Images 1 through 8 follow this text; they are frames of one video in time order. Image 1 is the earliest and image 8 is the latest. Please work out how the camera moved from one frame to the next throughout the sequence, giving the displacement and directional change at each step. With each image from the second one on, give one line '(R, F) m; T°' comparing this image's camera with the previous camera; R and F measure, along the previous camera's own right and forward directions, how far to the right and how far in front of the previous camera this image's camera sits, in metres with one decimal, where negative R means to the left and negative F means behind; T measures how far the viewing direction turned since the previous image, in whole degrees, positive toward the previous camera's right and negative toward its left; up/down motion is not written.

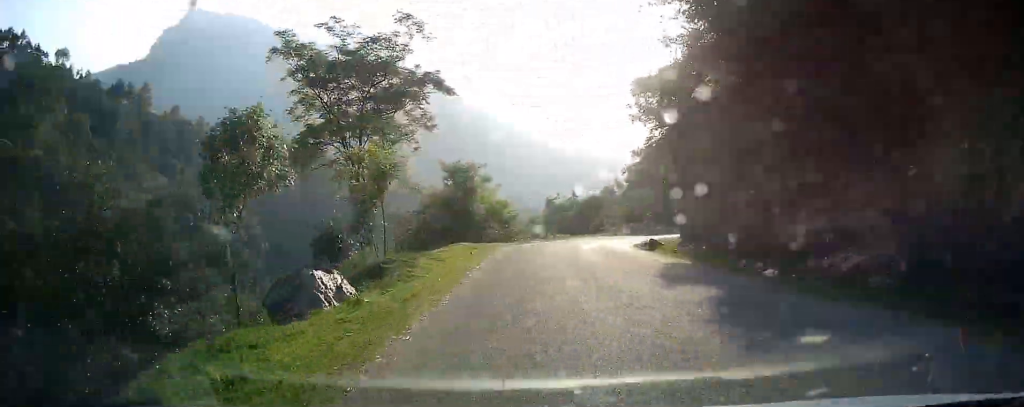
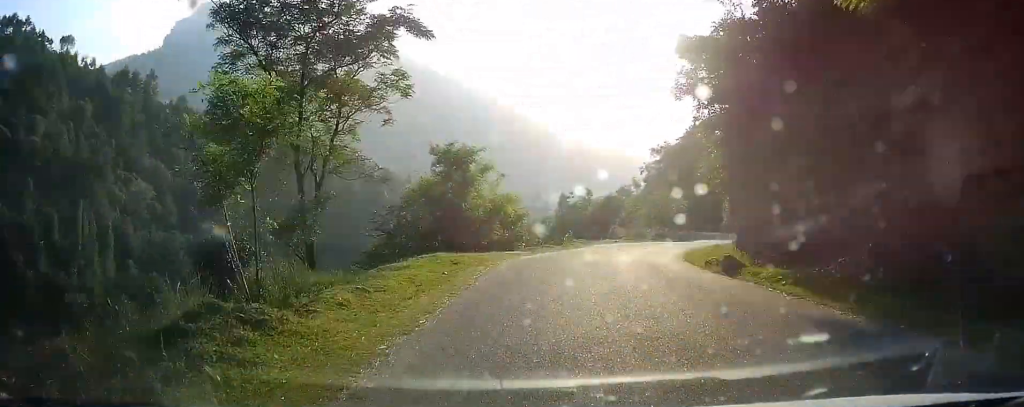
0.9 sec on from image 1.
(-0.3, +7.8) m; -7°
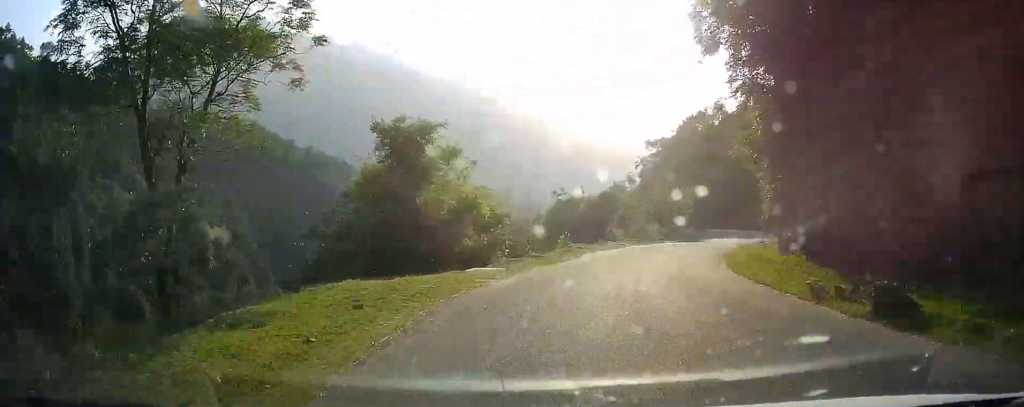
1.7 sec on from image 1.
(-0.9, +7.2) m; -2°
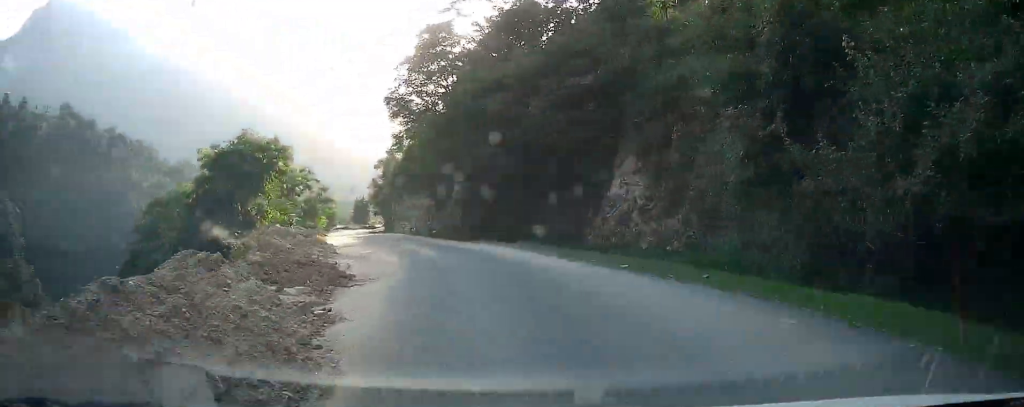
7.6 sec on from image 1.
(+7.4, +52.9) m; +12°
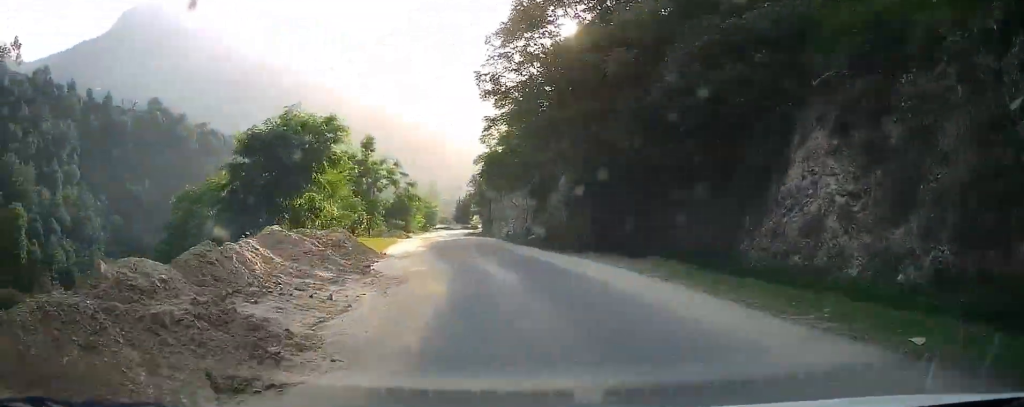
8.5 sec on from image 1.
(+0.4, +7.9) m; -5°
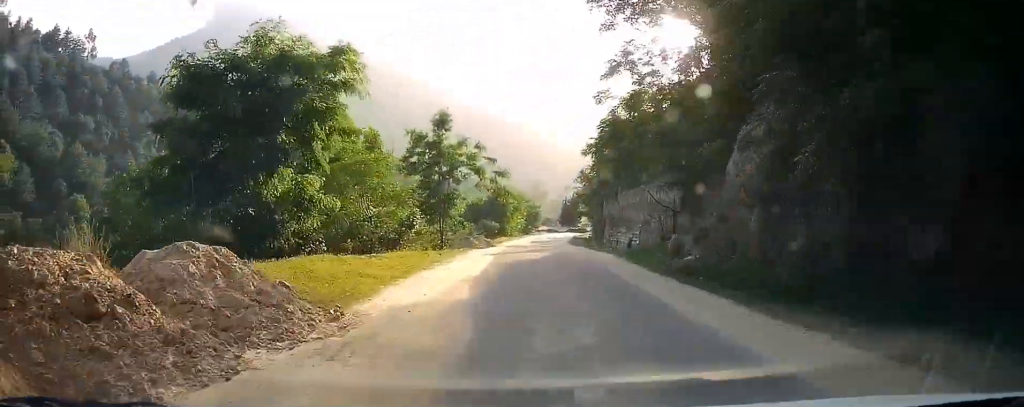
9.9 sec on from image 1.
(-1.7, +12.9) m; -10°
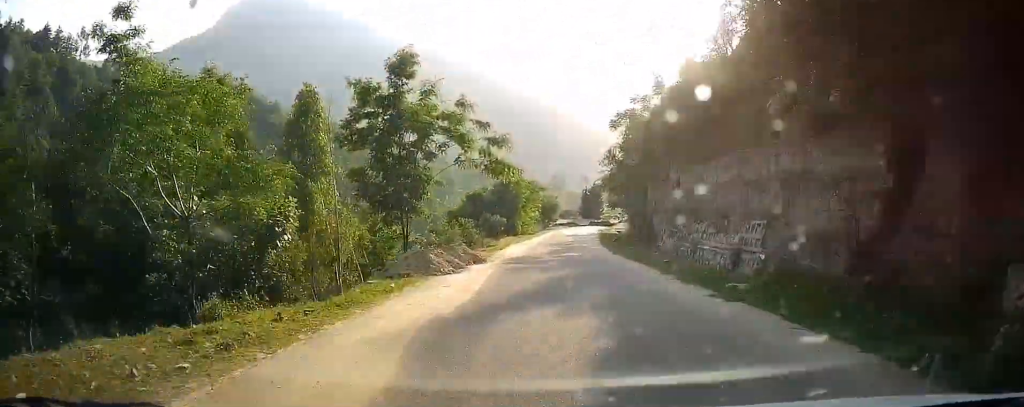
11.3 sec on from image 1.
(-1.4, +13.9) m; -8°
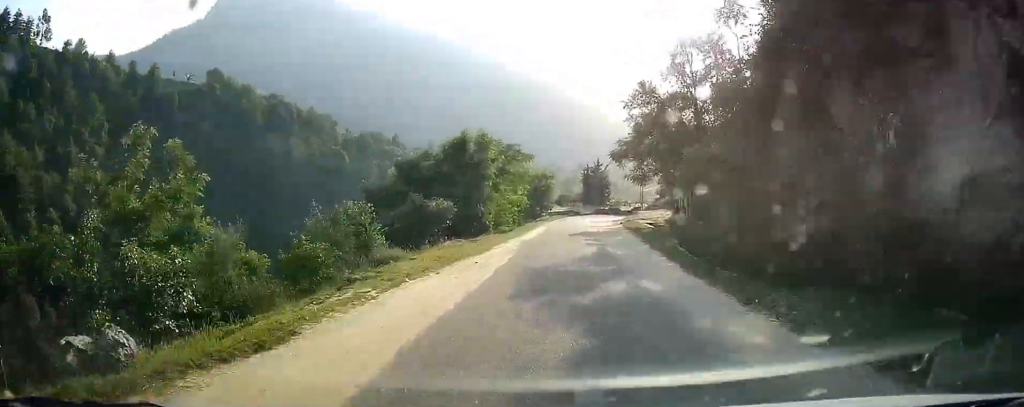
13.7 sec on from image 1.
(-1.5, +23.9) m; -2°
